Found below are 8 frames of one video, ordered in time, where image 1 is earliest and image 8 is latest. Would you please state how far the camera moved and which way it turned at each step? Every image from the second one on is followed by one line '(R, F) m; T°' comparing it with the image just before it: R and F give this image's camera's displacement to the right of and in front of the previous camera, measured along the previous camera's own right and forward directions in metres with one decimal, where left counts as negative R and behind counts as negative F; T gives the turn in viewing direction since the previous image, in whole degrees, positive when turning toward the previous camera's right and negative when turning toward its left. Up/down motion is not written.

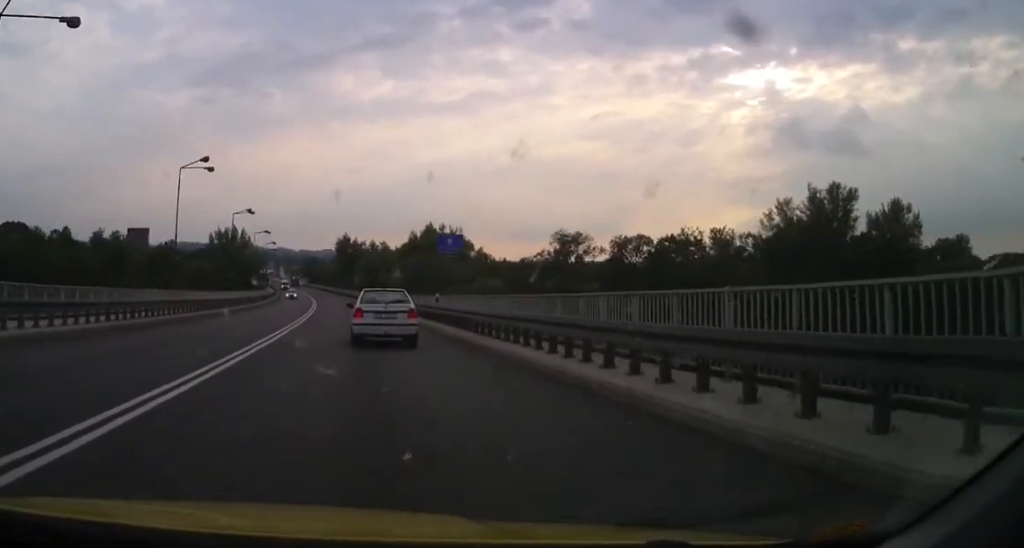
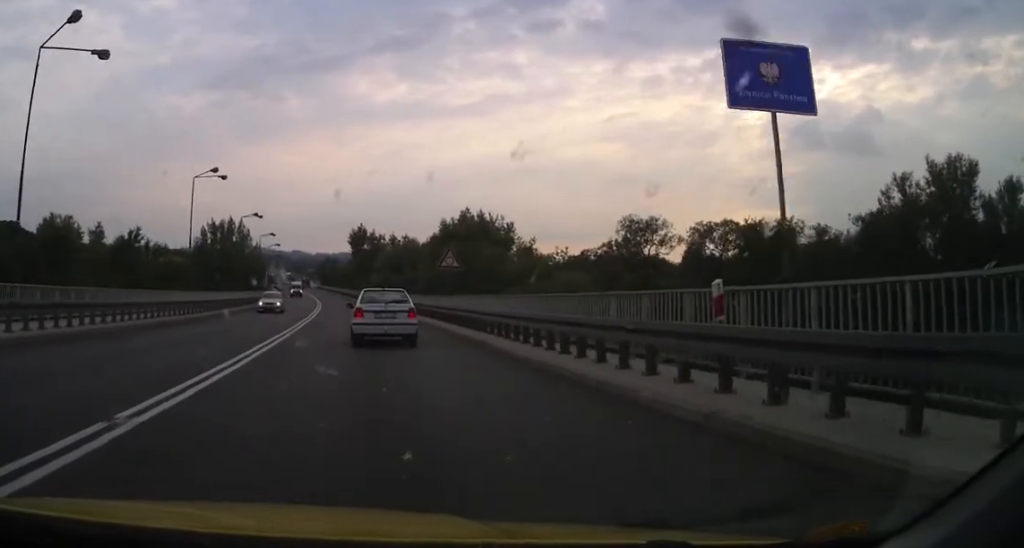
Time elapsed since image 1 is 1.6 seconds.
(0.0, +22.4) m; -1°
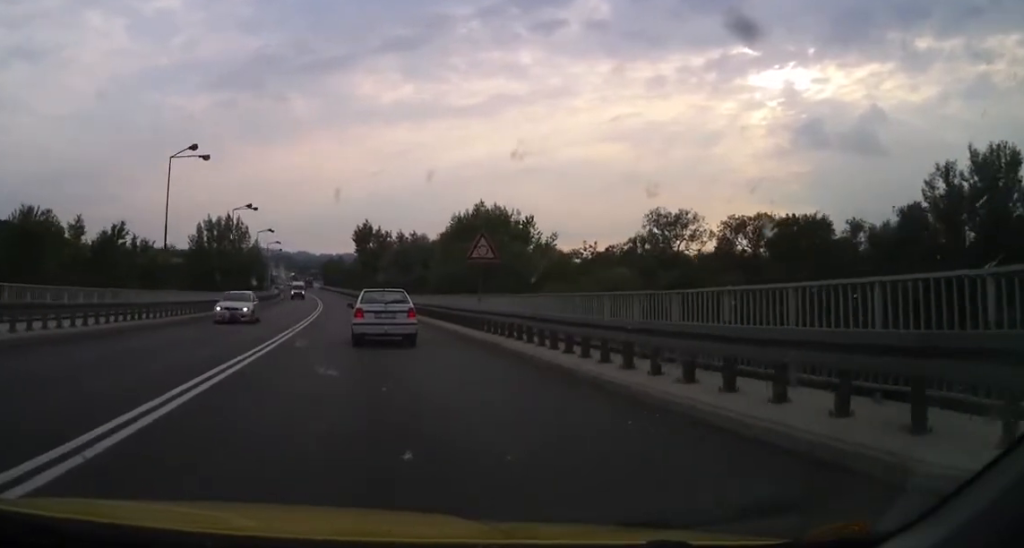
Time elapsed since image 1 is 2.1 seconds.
(+0.1, +7.2) m; -1°
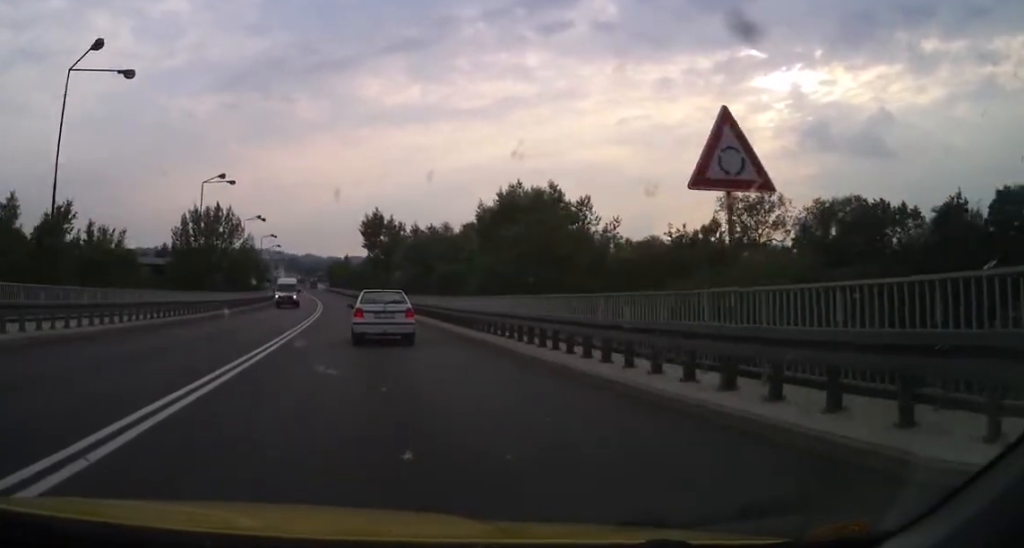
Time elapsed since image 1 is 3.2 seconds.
(-0.5, +16.1) m; 0°
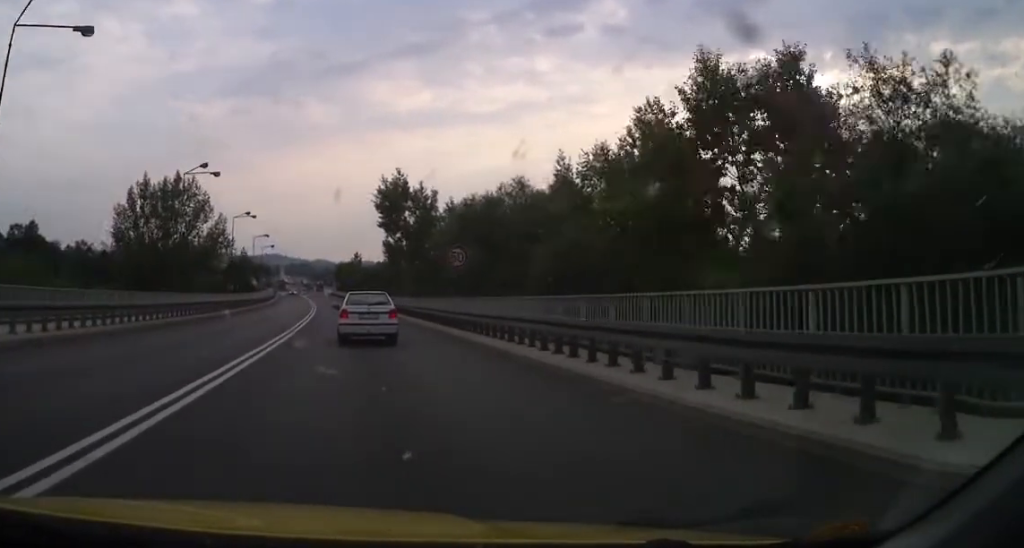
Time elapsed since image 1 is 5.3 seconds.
(-0.3, +29.1) m; -3°
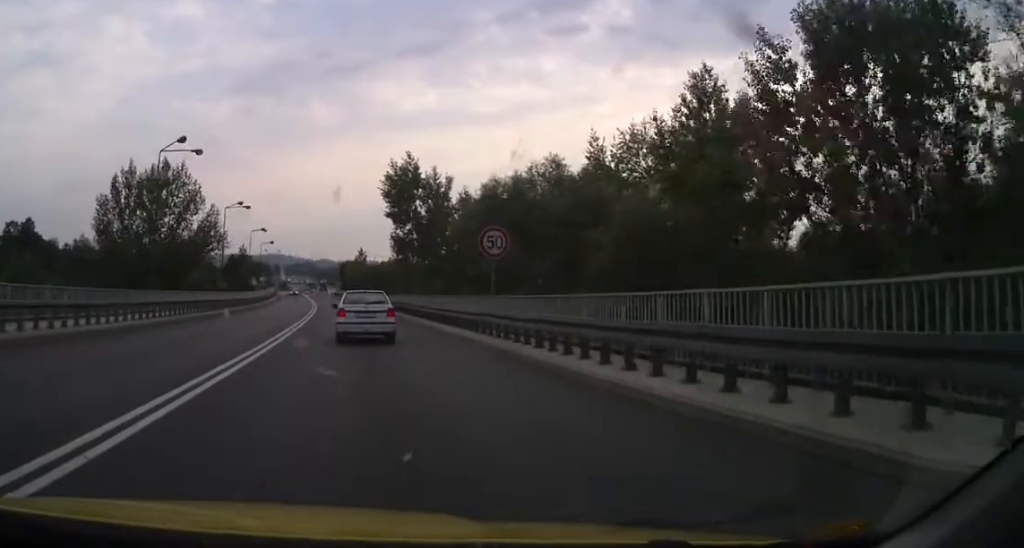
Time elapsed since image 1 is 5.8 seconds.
(0.0, +6.5) m; -1°
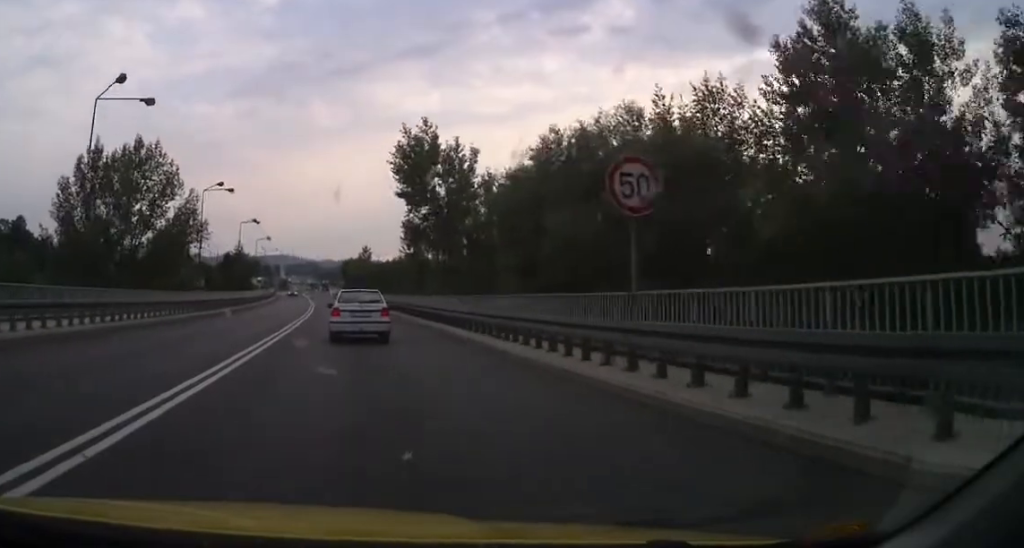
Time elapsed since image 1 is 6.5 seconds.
(-0.1, +10.3) m; -1°
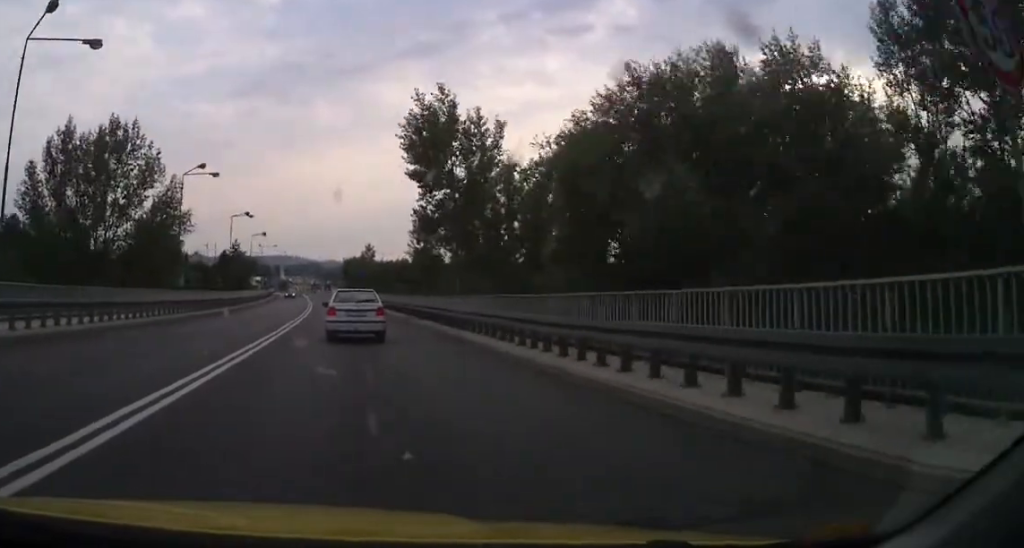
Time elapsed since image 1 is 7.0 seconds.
(-0.1, +7.0) m; -1°
